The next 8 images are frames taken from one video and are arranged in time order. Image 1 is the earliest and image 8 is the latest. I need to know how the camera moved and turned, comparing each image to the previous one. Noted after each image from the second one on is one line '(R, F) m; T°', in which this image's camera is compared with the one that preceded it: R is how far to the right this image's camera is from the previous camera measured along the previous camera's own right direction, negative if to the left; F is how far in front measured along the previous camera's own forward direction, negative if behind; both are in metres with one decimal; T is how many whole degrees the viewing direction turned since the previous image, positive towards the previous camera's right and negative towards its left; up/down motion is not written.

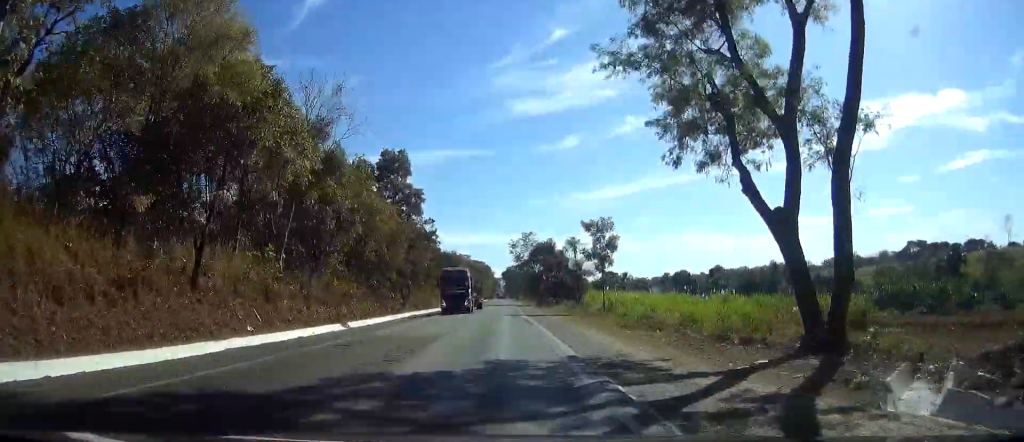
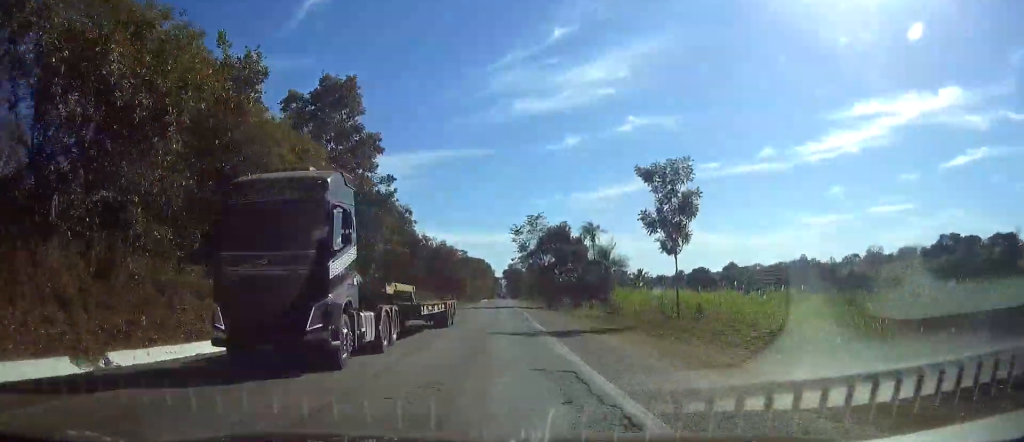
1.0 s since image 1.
(-0.2, +26.6) m; -1°
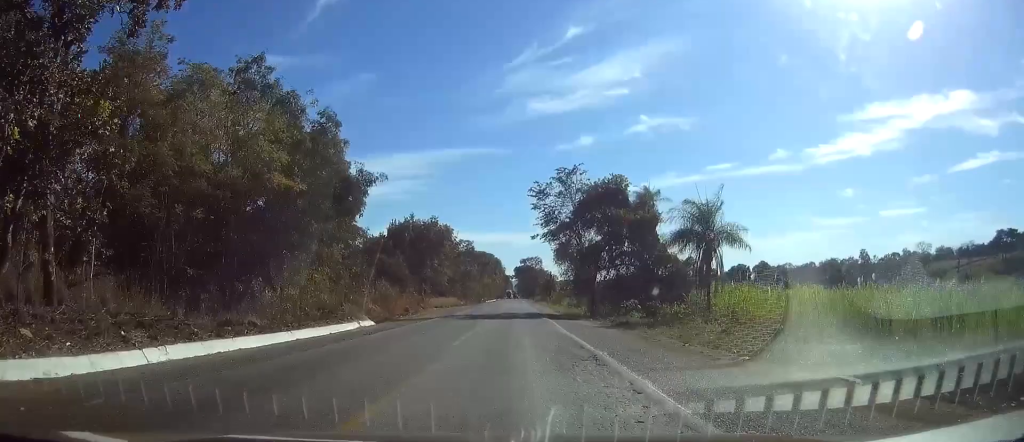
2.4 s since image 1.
(-0.3, +34.7) m; 0°
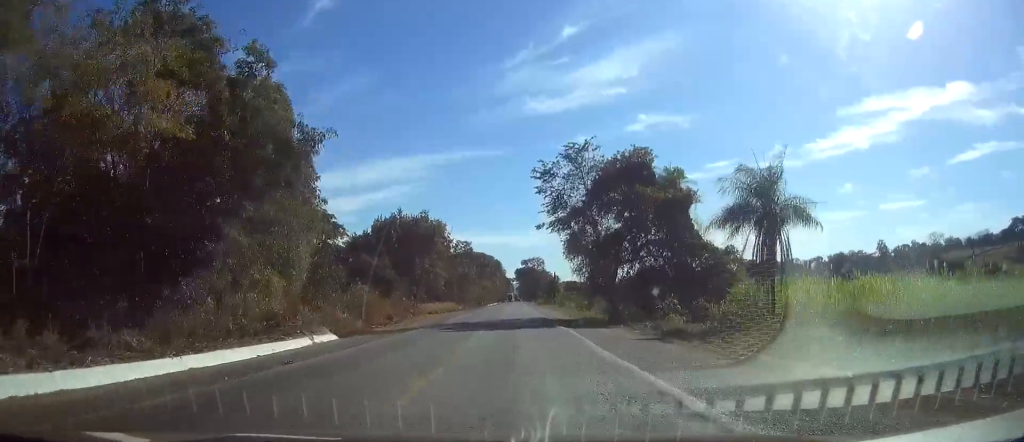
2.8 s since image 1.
(0.0, +10.2) m; 0°
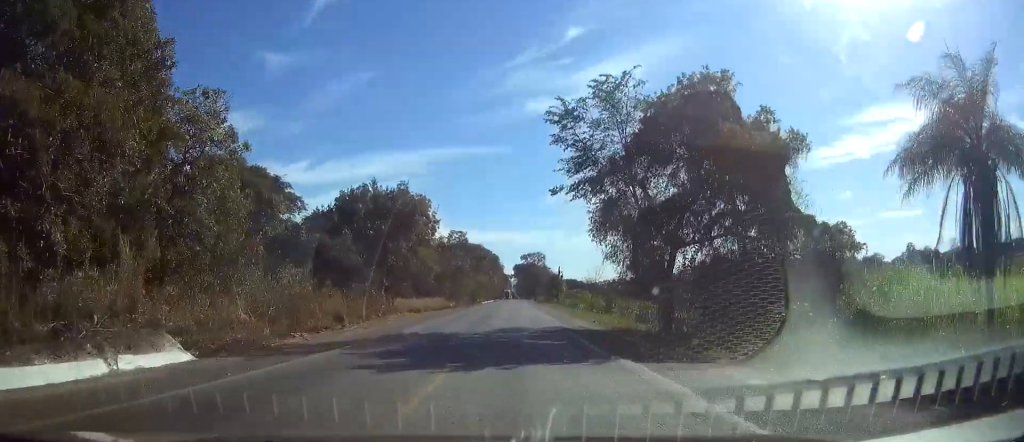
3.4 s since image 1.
(0.0, +16.4) m; 0°
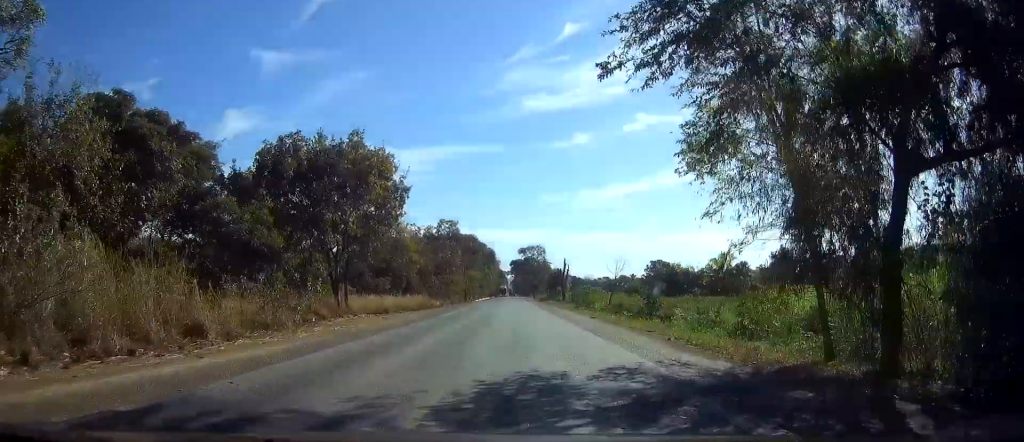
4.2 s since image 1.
(0.0, +18.4) m; 0°
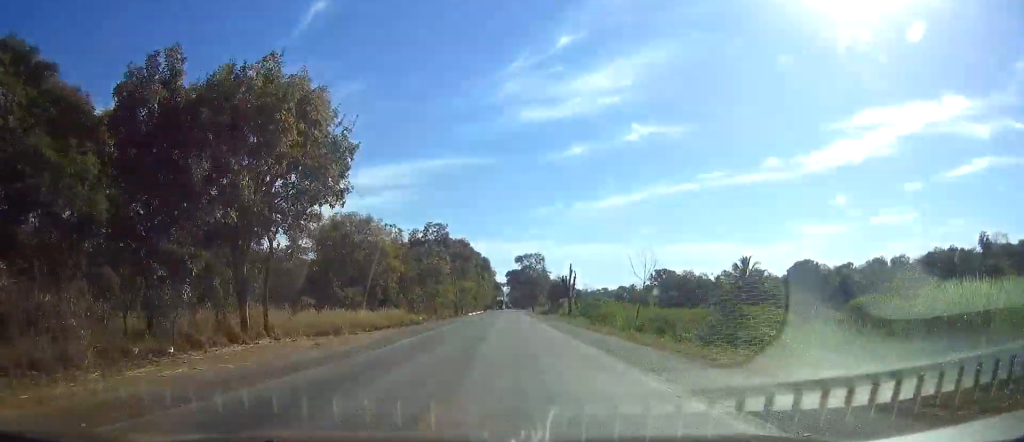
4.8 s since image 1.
(0.0, +16.3) m; 0°
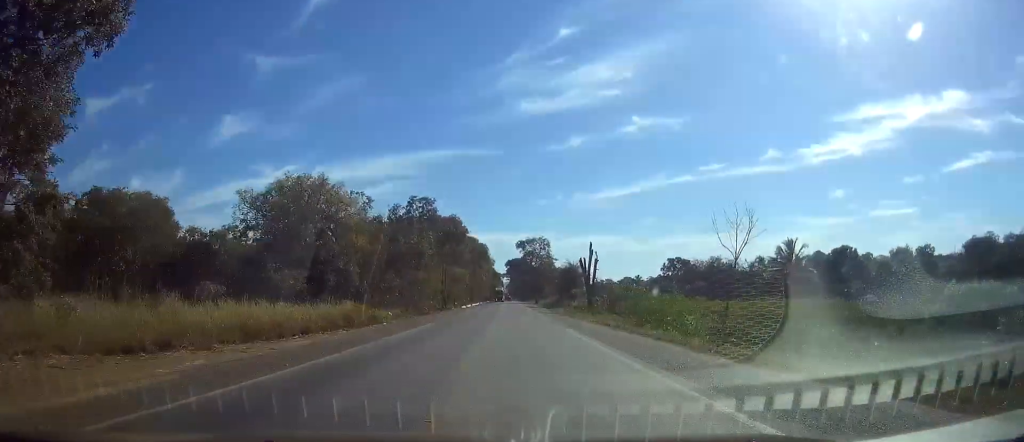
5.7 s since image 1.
(0.0, +22.5) m; 0°
